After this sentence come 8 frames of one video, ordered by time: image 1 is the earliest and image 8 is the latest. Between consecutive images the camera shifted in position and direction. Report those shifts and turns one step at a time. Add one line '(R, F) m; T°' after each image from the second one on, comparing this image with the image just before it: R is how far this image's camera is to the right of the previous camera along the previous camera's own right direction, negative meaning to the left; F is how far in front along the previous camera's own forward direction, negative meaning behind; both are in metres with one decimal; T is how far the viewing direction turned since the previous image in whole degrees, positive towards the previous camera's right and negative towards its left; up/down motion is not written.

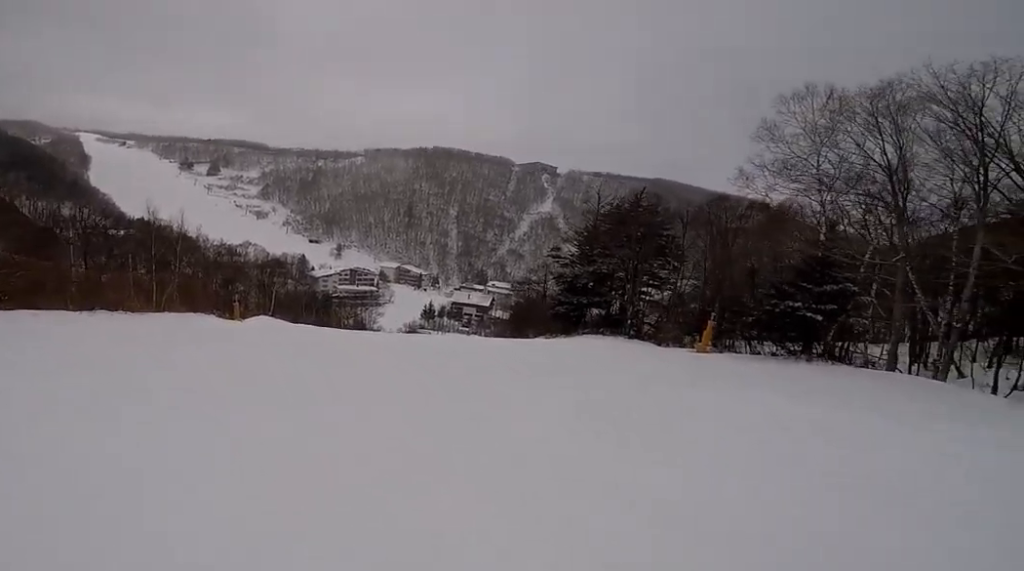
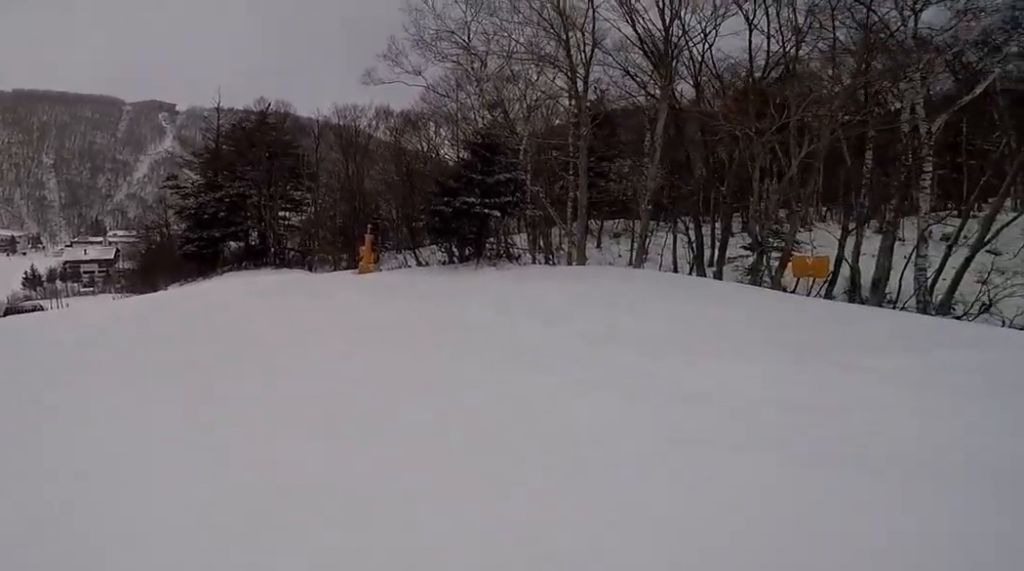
(+6.4, +7.4) m; +44°
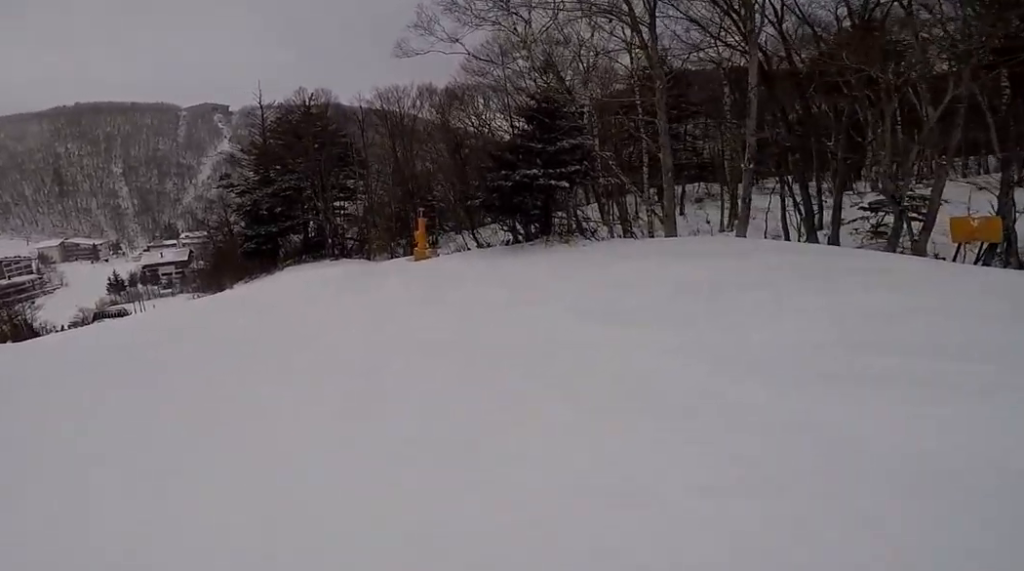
(0.0, +1.7) m; -12°
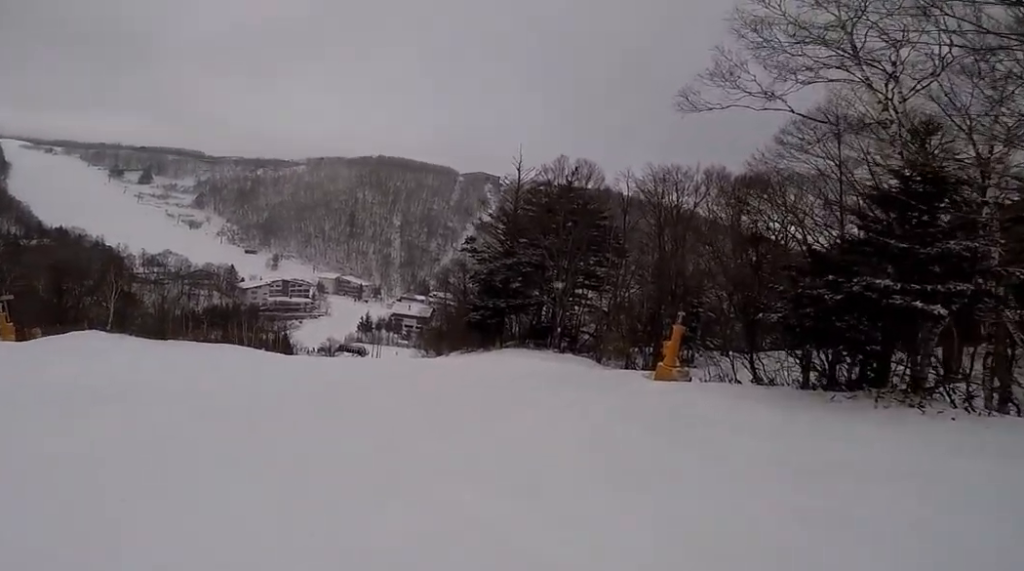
(-2.1, +3.5) m; -30°
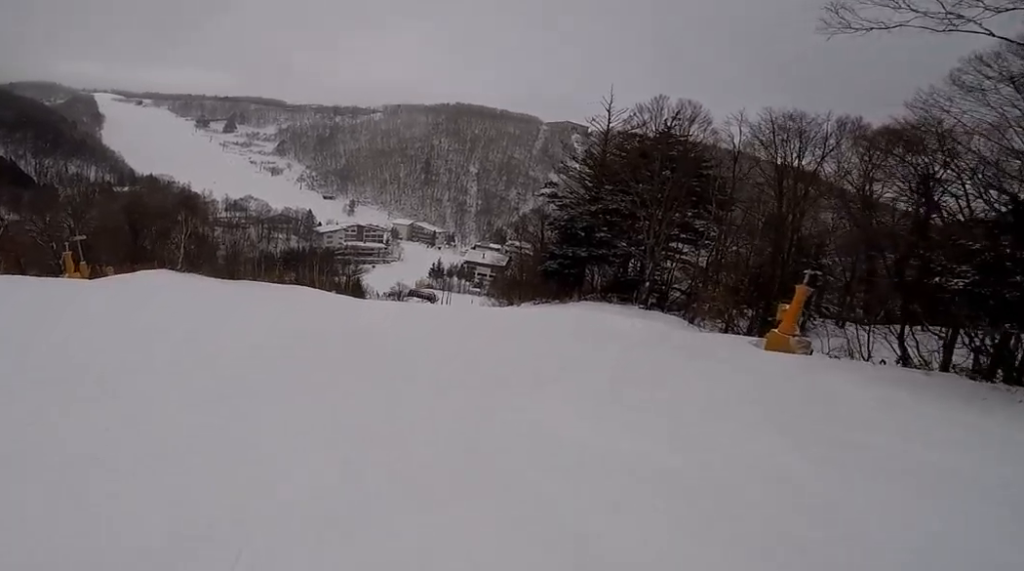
(+0.3, +2.5) m; -8°
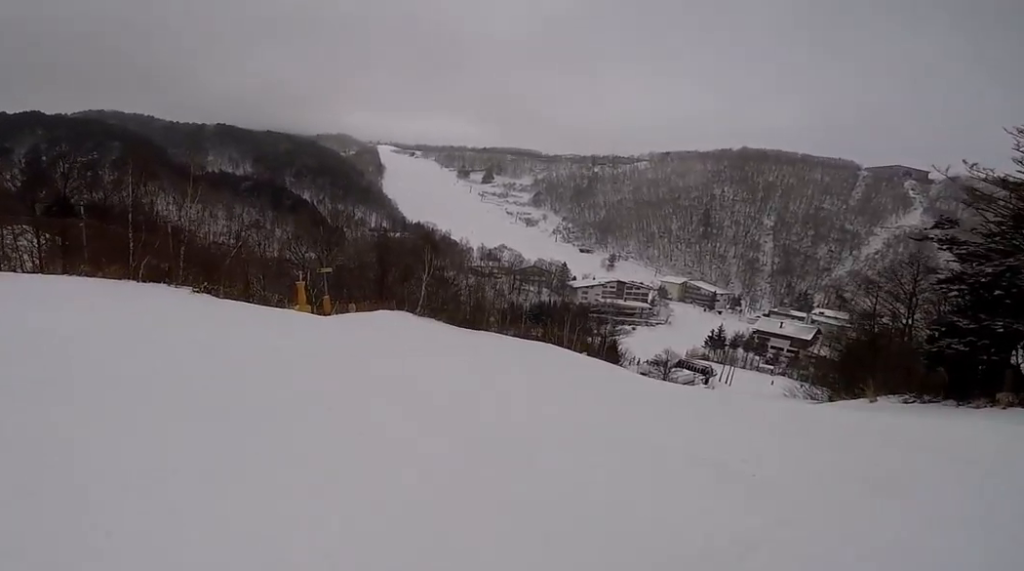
(-1.9, +6.9) m; -23°
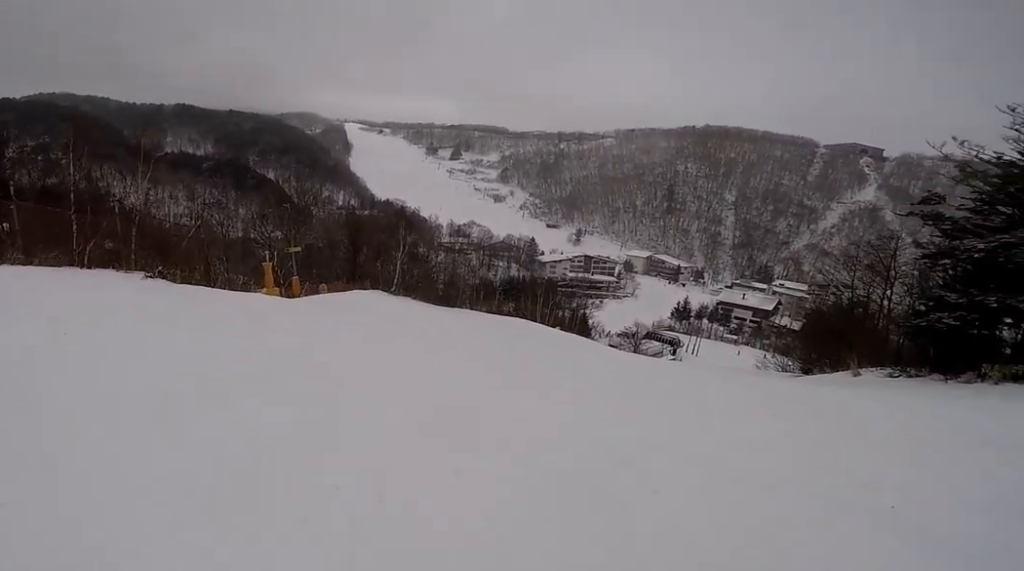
(+0.4, +2.0) m; -4°
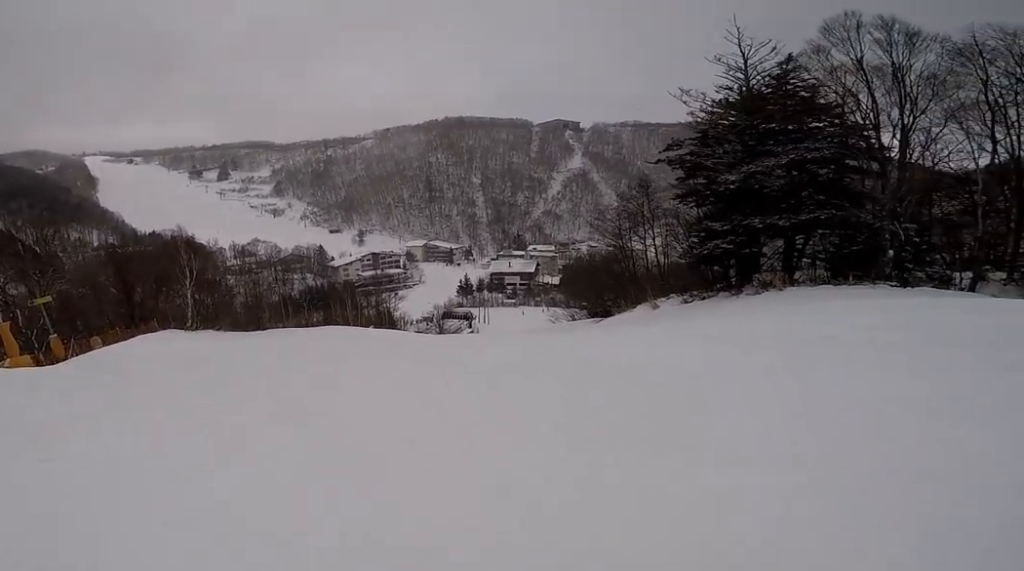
(-1.1, +4.2) m; +16°
